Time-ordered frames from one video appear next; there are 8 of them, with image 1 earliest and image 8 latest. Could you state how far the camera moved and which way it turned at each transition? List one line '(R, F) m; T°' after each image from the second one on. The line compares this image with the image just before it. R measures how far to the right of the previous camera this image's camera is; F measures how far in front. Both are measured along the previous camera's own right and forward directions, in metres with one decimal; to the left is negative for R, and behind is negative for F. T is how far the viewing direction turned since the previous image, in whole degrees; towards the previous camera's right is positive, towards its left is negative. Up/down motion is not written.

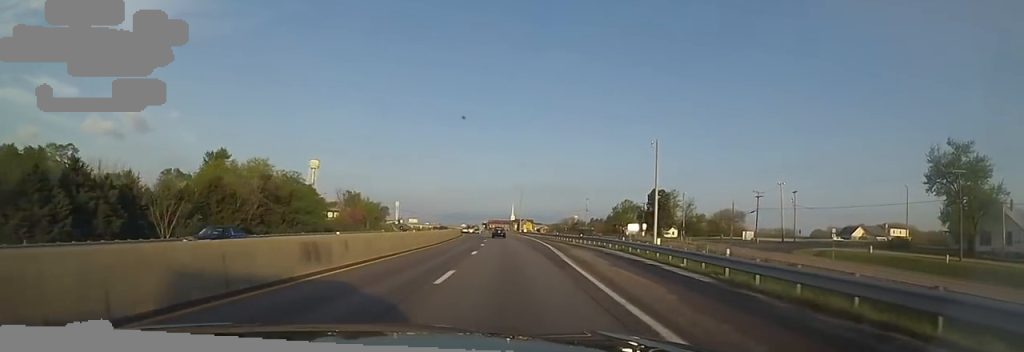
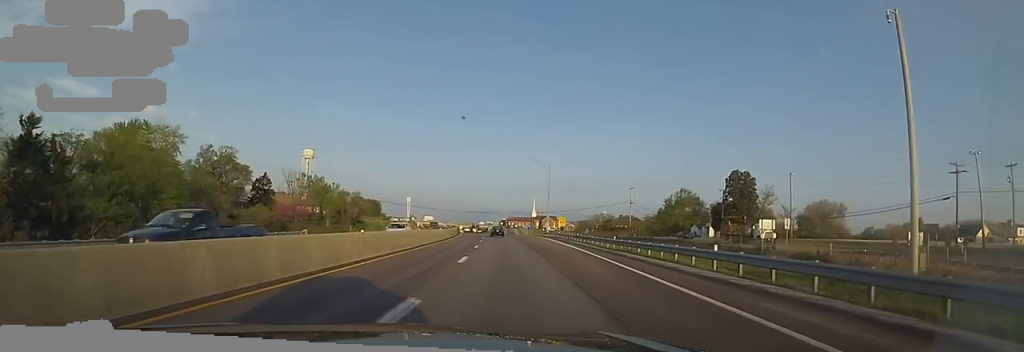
(-3.0, +41.4) m; -3°
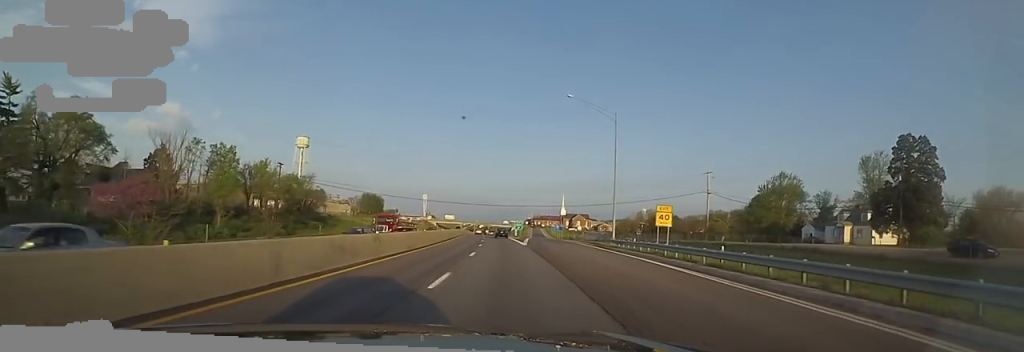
(-0.1, +43.8) m; -2°
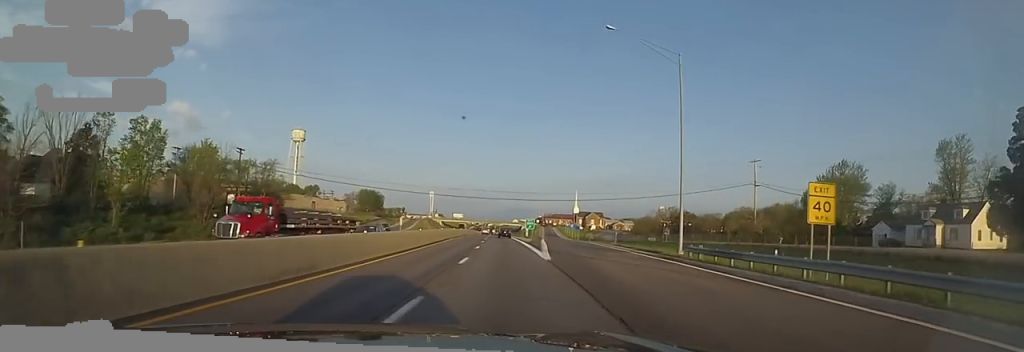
(-0.3, +17.8) m; -1°
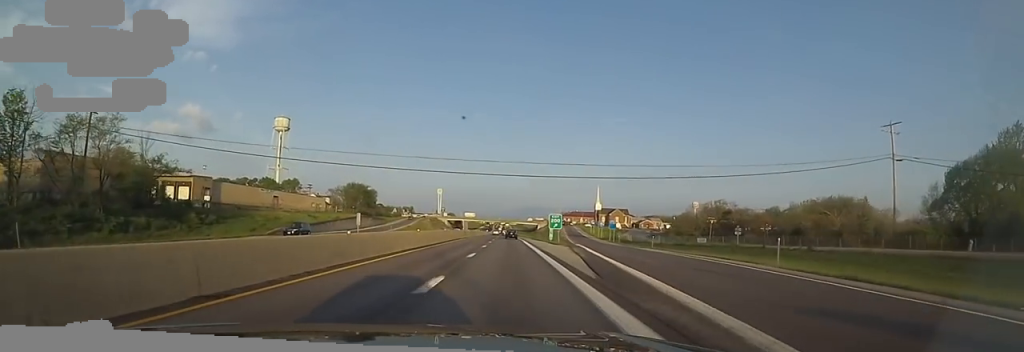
(0.0, +33.3) m; -1°
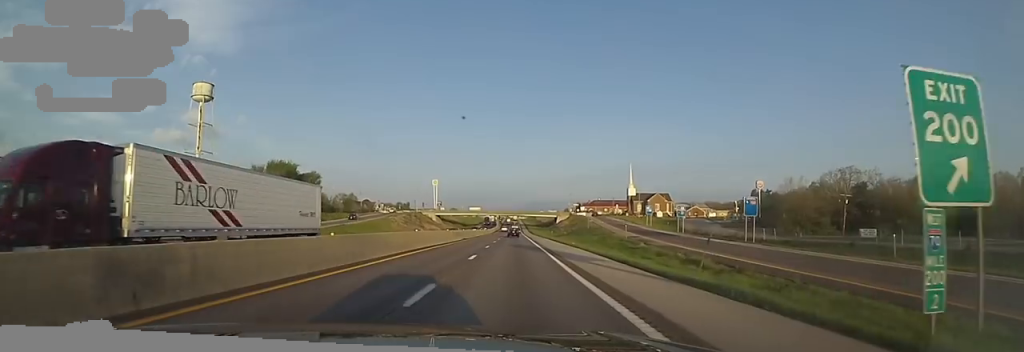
(-2.9, +63.9) m; -4°
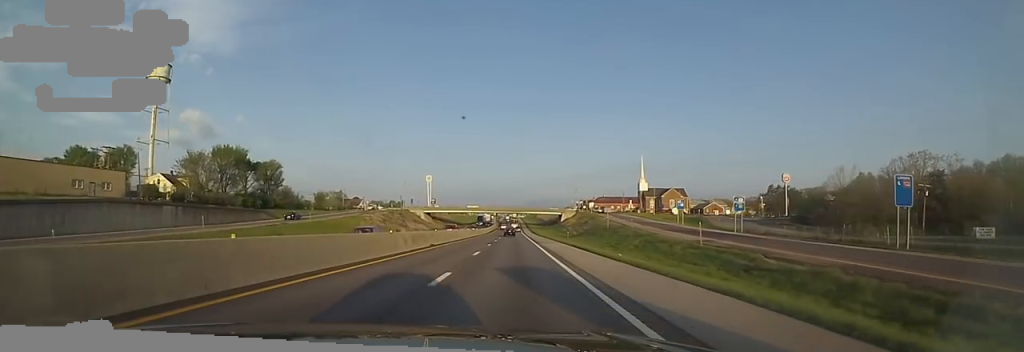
(-0.2, +22.1) m; +2°
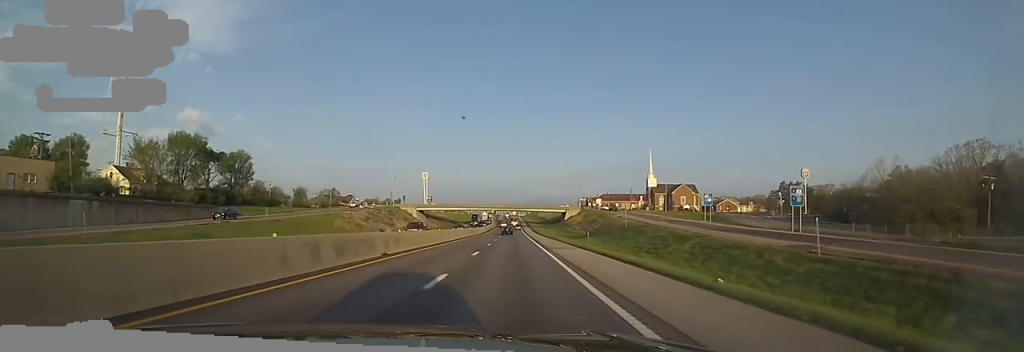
(+0.1, +13.3) m; +1°
